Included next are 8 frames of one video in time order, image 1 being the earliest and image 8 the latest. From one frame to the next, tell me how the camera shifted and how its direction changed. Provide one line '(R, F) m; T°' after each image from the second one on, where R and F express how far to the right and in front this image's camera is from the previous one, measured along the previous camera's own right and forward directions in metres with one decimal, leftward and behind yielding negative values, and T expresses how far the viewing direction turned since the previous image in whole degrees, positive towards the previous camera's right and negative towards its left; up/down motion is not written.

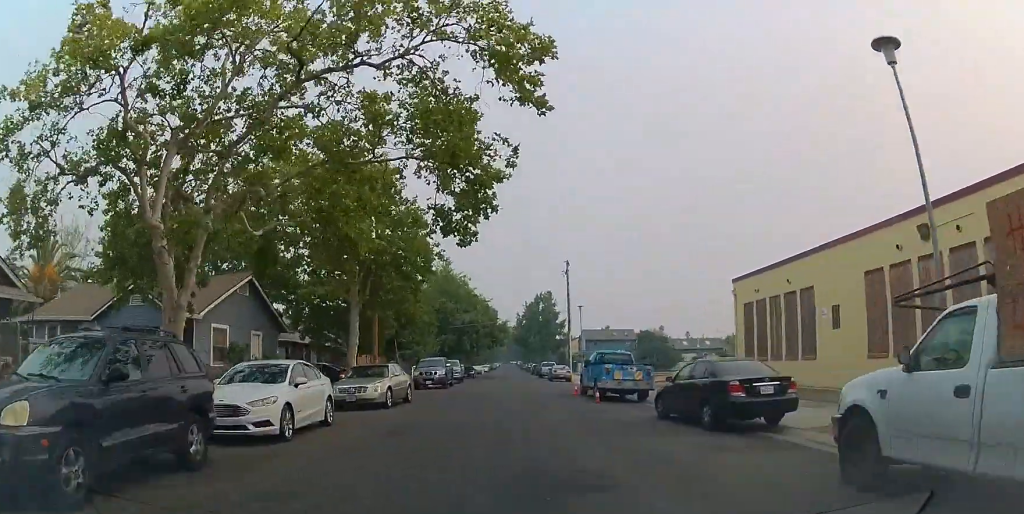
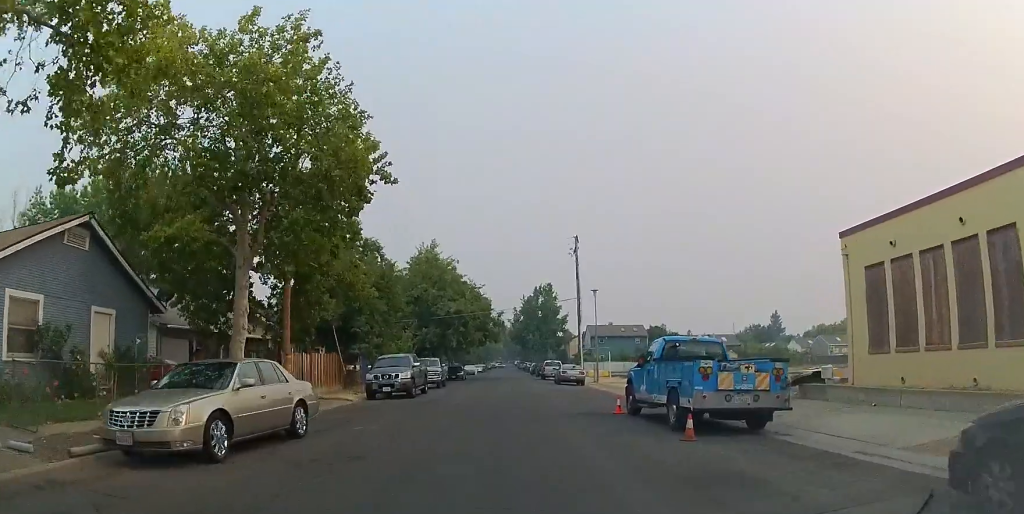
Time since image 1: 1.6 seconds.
(0.0, +10.5) m; 0°
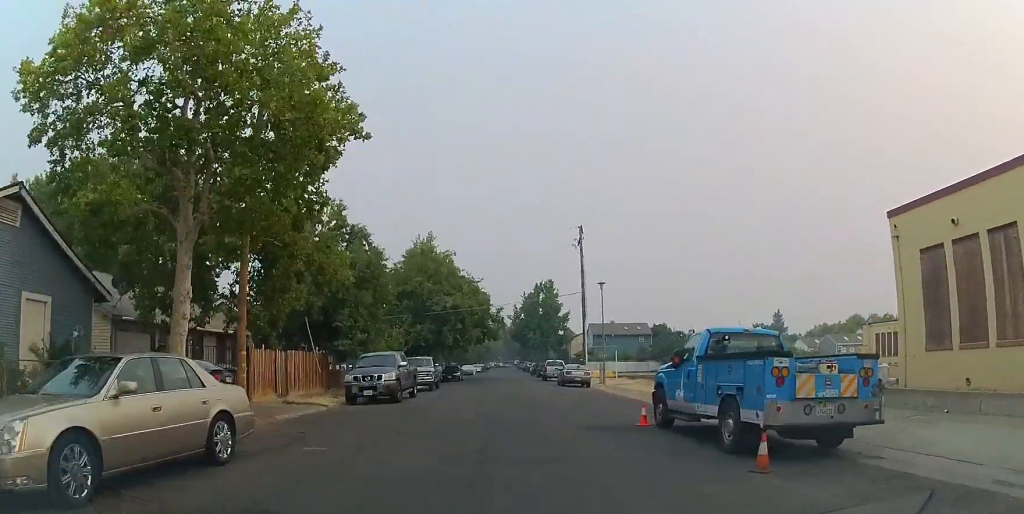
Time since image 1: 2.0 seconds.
(0.0, +3.0) m; 0°
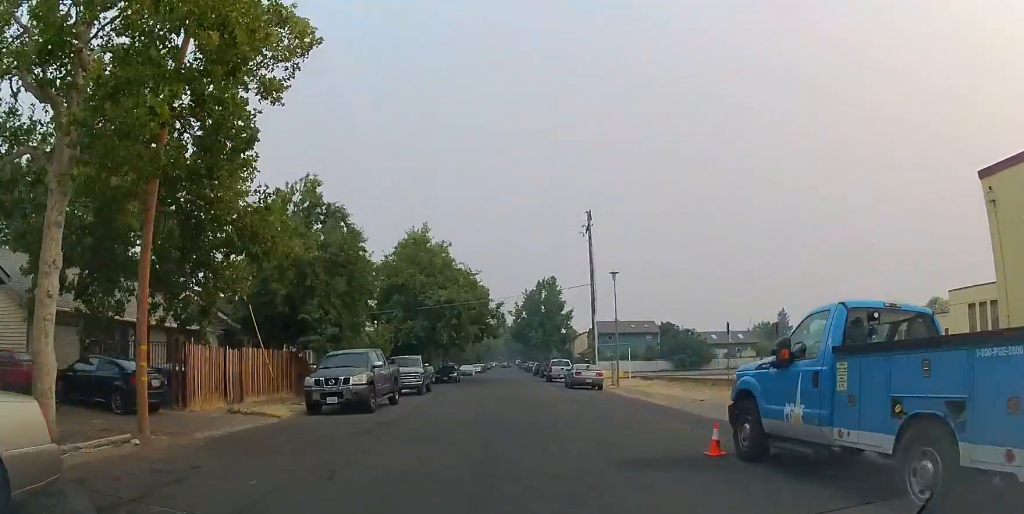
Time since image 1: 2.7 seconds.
(0.0, +4.4) m; 0°
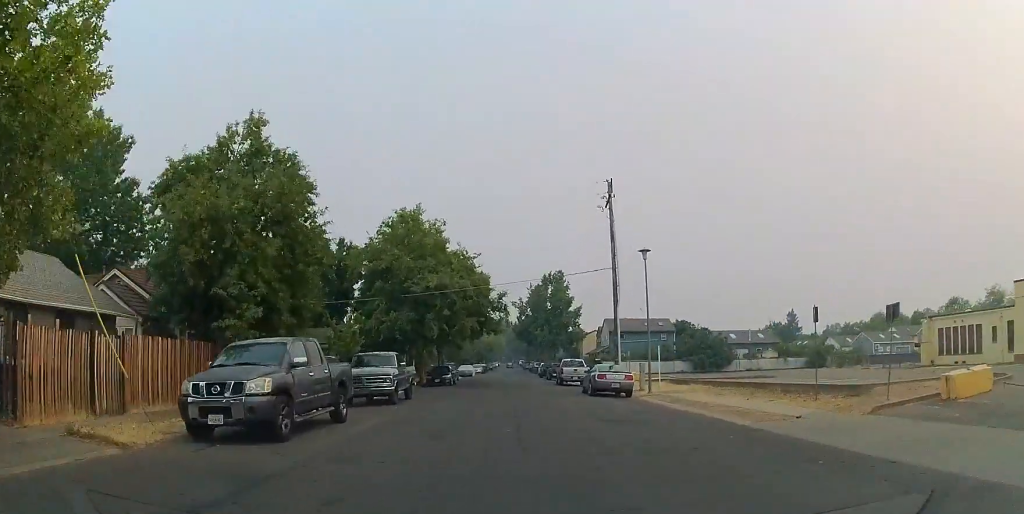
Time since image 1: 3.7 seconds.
(0.0, +7.2) m; 0°
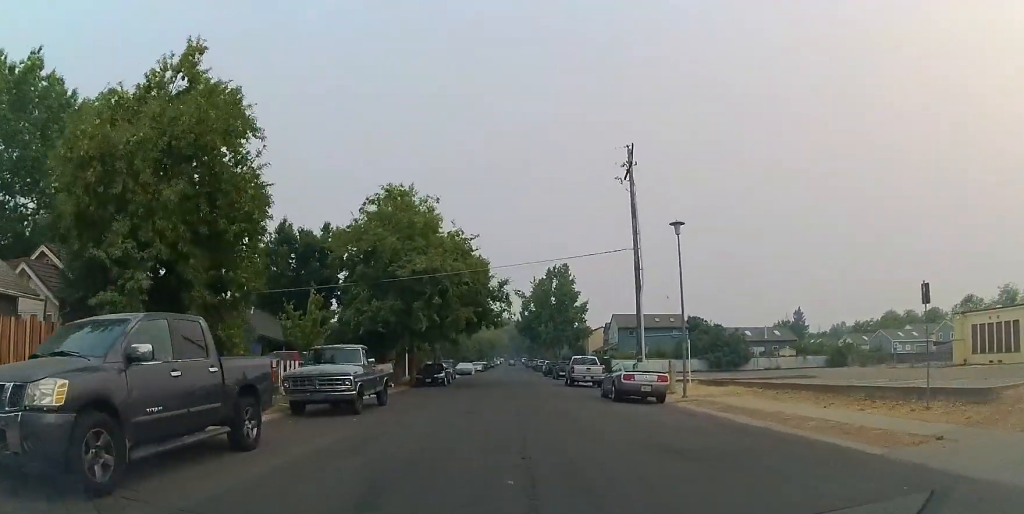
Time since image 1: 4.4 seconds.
(0.0, +5.2) m; 0°
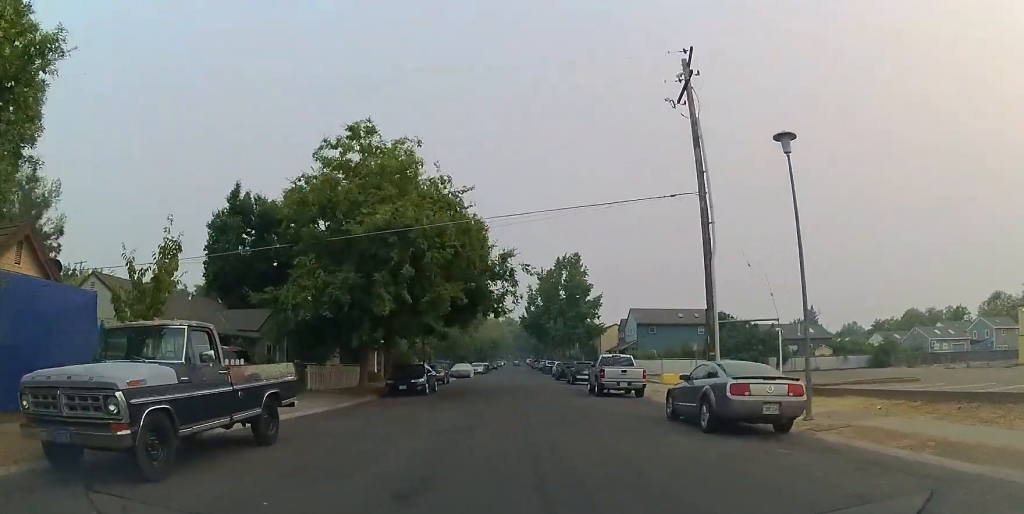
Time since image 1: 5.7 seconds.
(0.0, +9.2) m; 0°
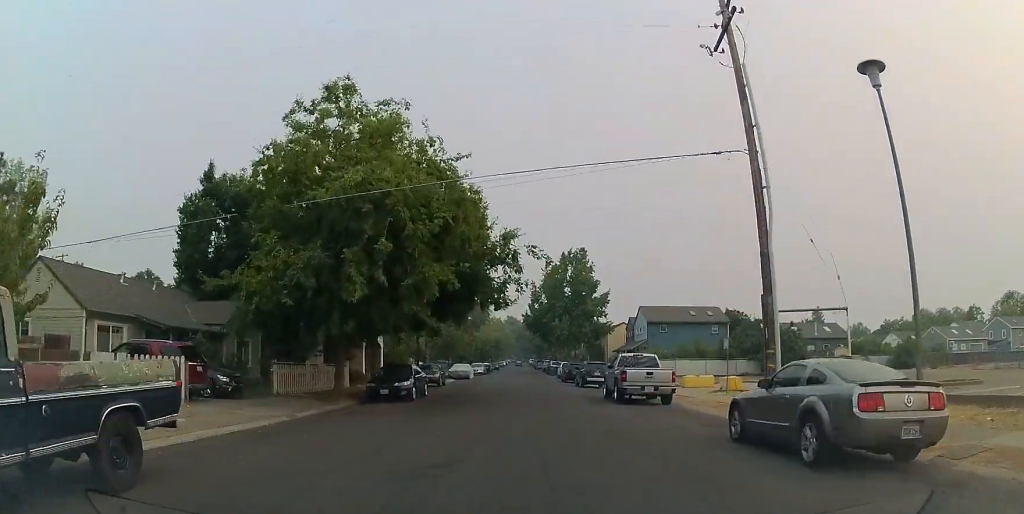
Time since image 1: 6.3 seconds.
(0.0, +4.1) m; 0°
